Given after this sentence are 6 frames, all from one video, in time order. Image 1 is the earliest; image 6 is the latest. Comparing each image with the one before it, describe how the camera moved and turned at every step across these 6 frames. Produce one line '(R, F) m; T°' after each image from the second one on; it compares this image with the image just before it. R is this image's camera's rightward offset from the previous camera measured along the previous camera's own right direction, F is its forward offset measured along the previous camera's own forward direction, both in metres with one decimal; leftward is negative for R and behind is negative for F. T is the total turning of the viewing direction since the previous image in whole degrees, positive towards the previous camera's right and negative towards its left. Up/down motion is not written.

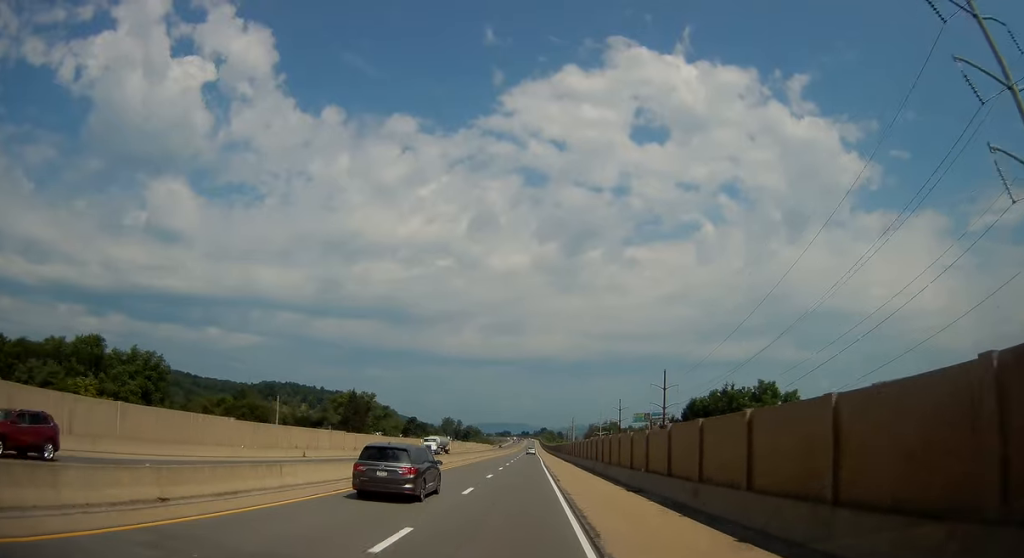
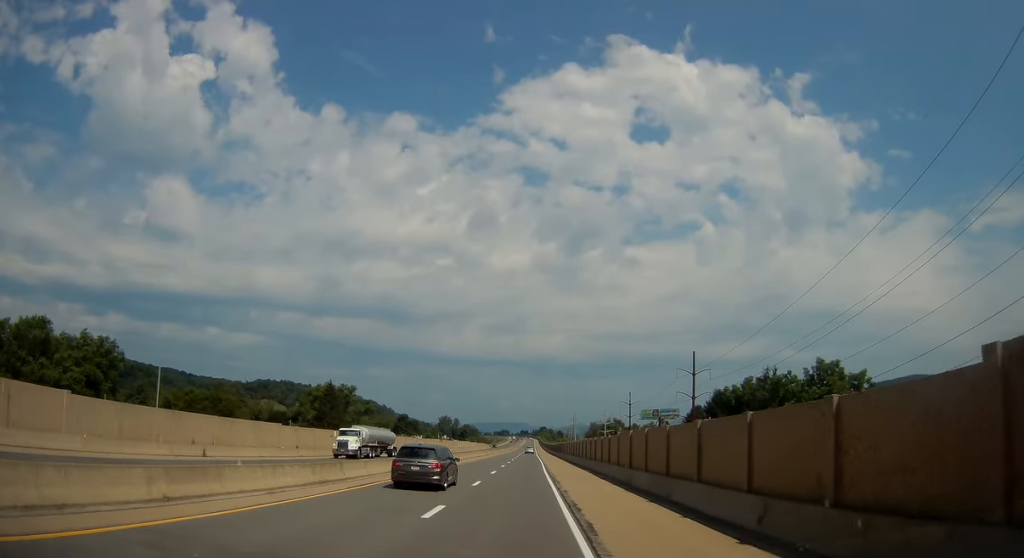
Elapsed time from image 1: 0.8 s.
(-0.1, +19.6) m; 0°
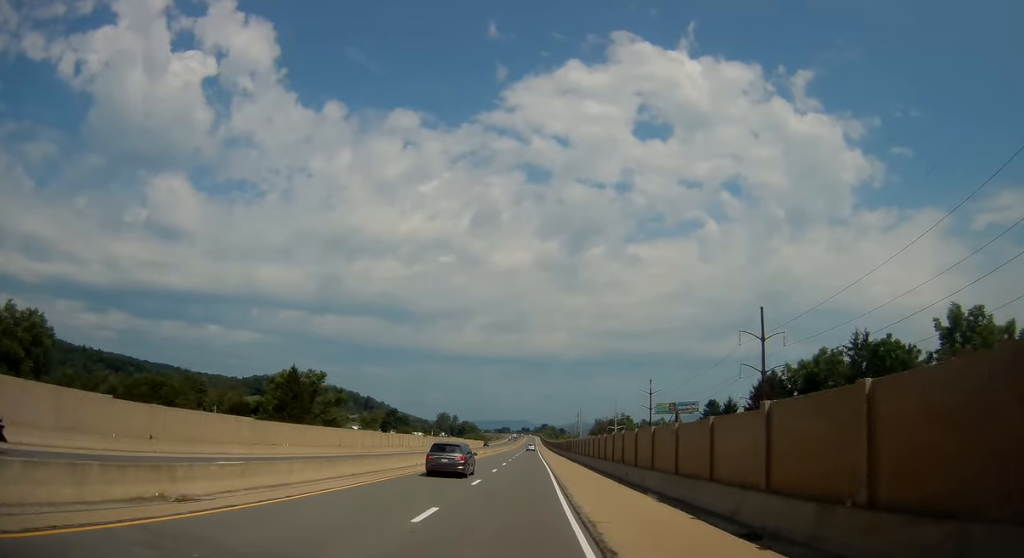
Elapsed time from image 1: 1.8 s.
(+0.1, +25.6) m; 0°
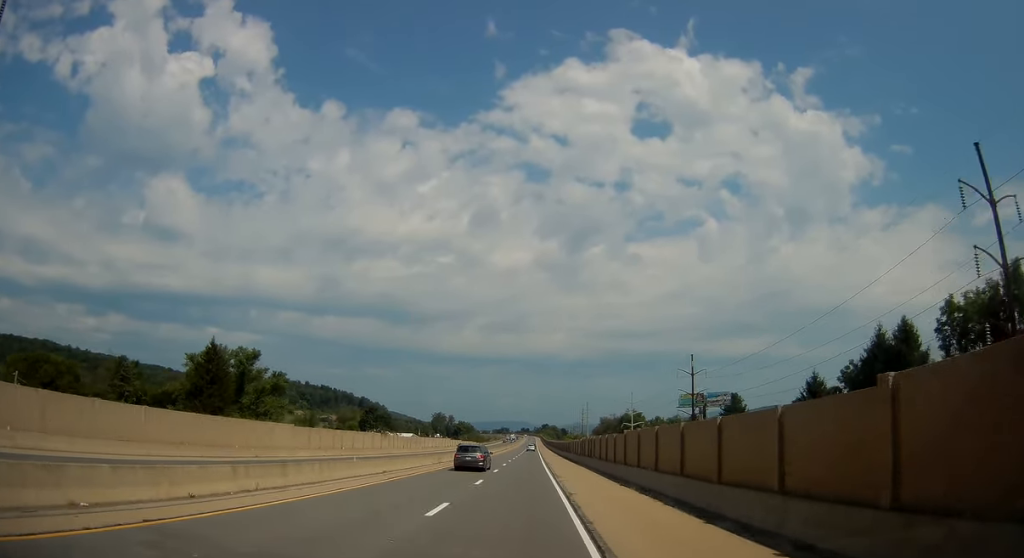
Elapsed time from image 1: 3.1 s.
(+0.2, +35.1) m; 0°
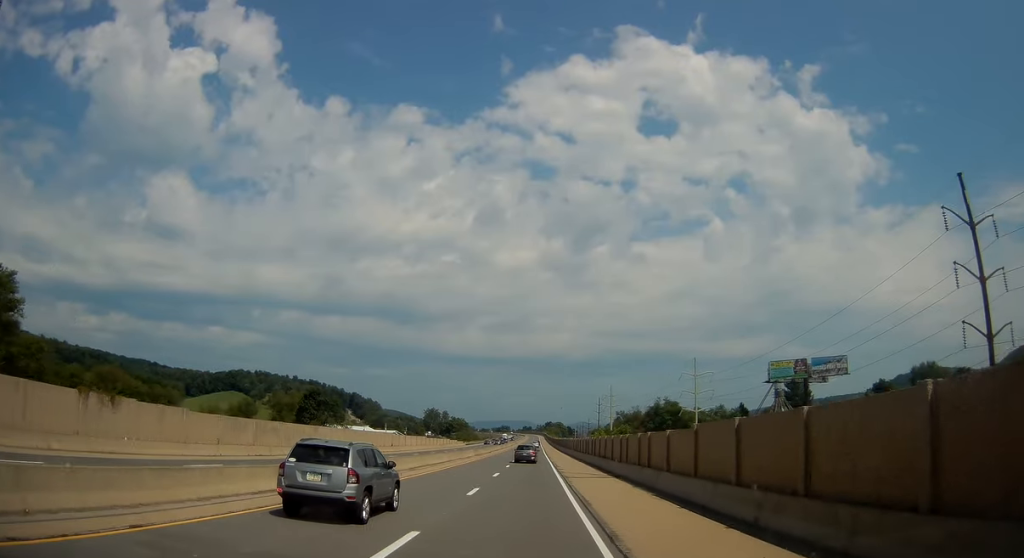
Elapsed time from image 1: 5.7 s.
(-0.7, +66.7) m; 0°
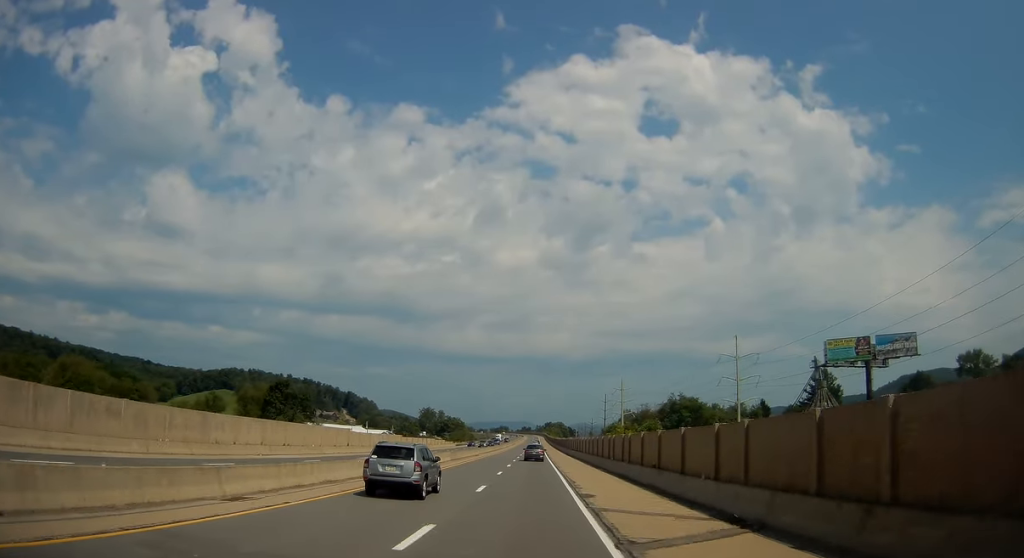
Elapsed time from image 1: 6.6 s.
(0.0, +23.1) m; 0°
